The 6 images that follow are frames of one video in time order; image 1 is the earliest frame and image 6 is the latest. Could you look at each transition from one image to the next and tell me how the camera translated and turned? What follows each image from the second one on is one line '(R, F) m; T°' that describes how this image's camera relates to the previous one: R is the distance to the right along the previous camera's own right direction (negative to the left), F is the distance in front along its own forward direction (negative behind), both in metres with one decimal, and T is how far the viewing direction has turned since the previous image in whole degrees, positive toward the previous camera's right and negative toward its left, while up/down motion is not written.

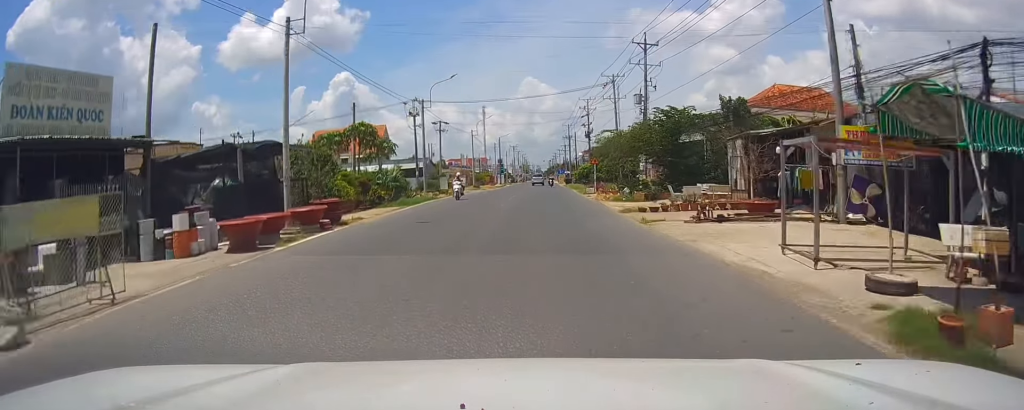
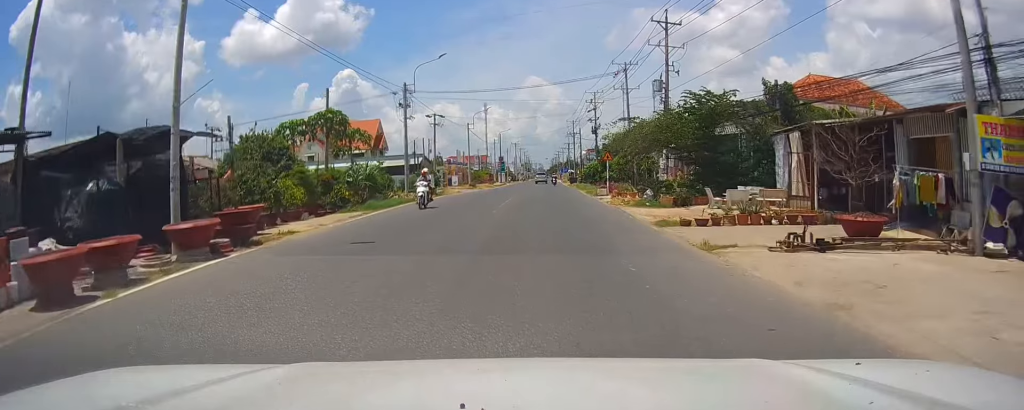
(0.0, +7.4) m; 0°
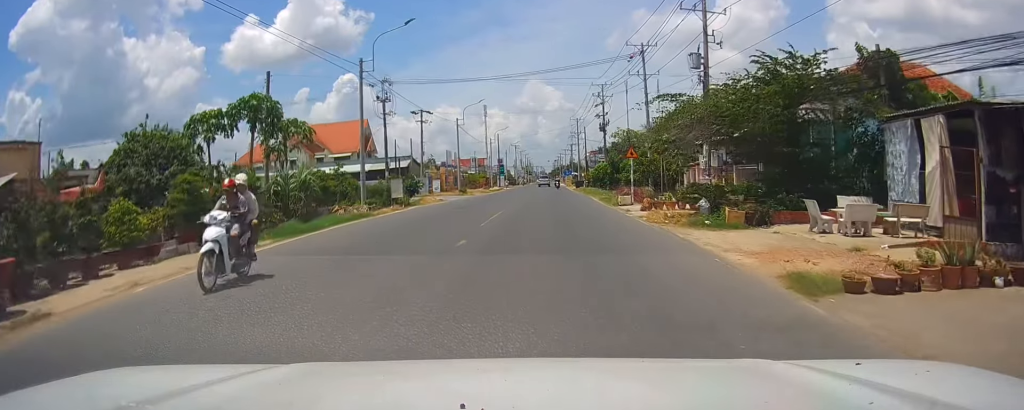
(0.0, +9.8) m; 0°
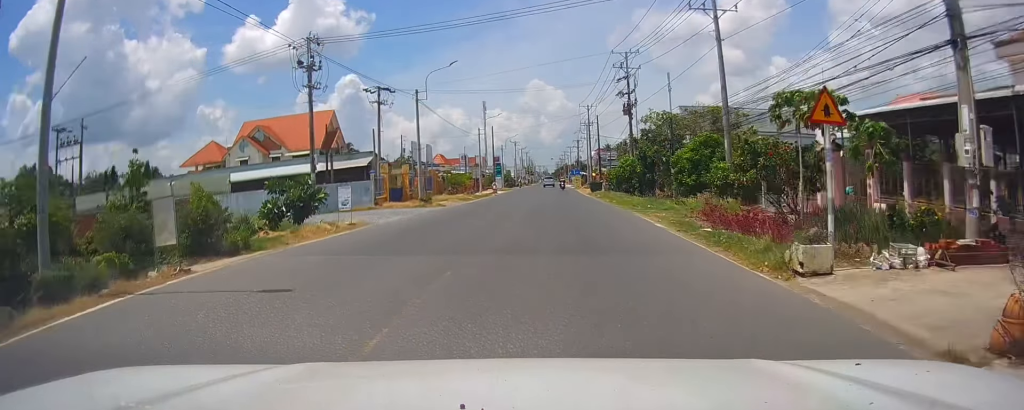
(+0.7, +20.5) m; +3°
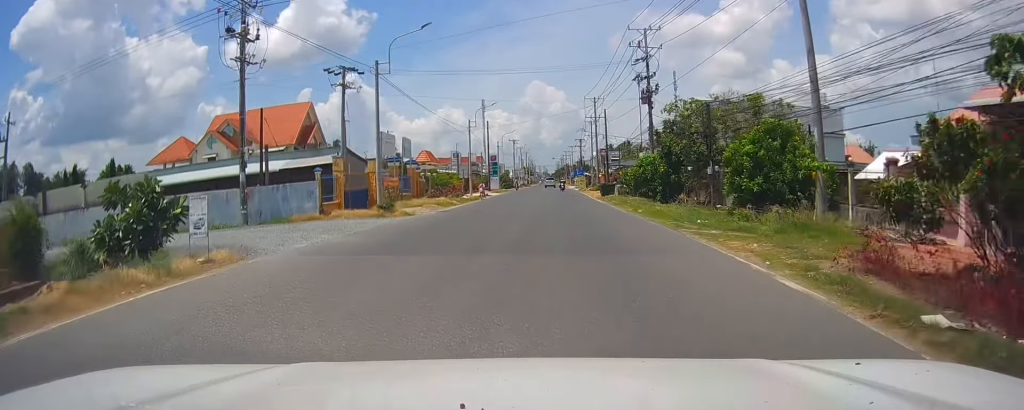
(-0.1, +10.3) m; -1°
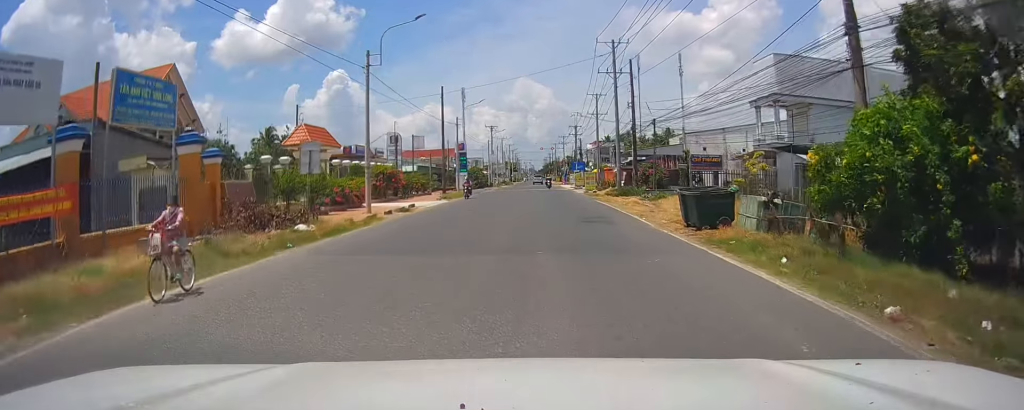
(+0.2, +33.2) m; +2°
